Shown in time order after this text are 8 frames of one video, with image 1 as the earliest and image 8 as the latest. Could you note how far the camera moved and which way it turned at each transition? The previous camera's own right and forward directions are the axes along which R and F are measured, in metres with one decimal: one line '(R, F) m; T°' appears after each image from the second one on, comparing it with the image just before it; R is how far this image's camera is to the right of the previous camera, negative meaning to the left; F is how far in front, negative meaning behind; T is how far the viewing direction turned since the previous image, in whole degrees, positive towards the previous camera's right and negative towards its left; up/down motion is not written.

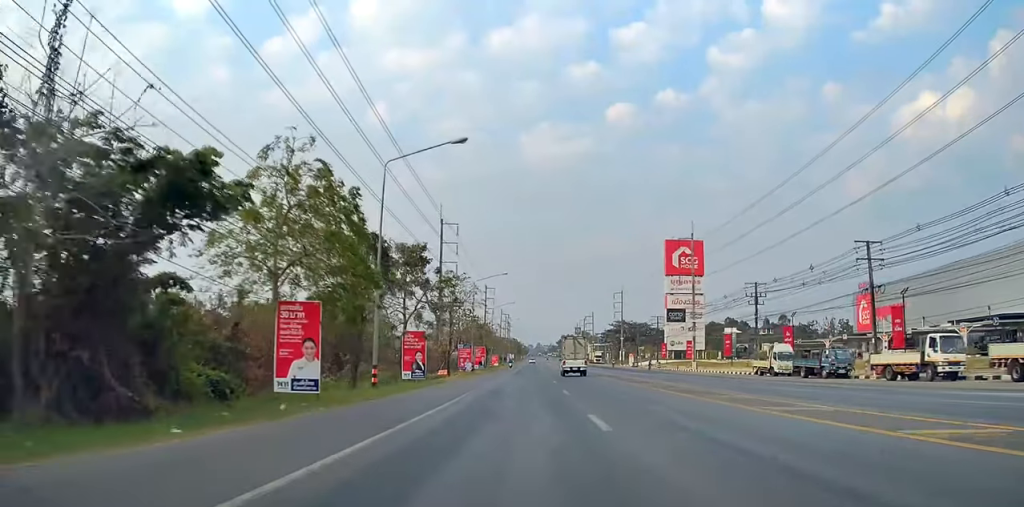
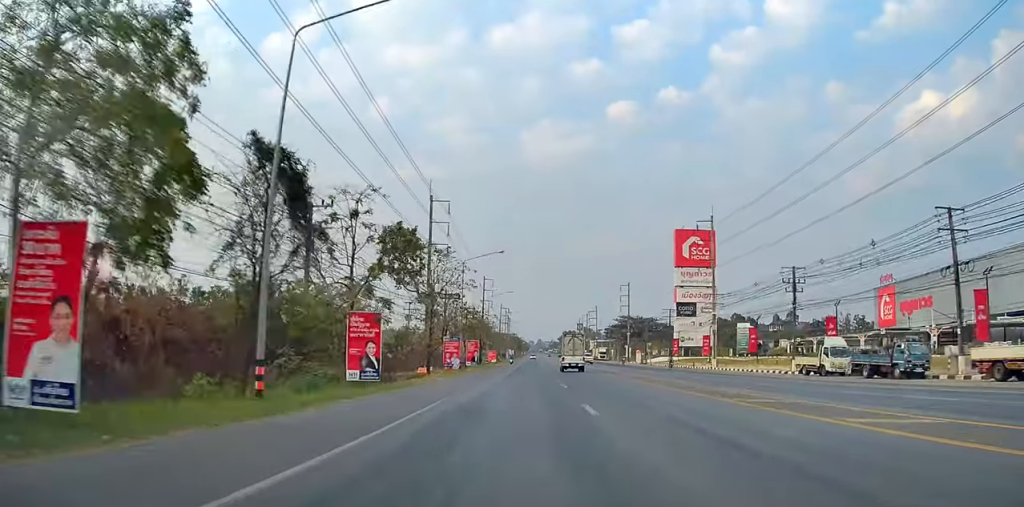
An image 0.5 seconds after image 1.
(-0.1, +9.5) m; +1°
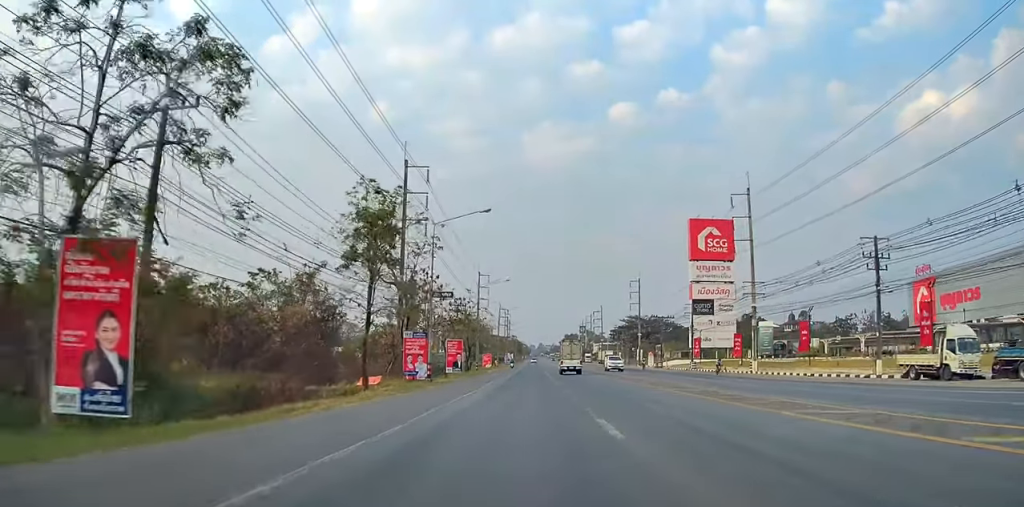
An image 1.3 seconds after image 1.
(+0.4, +15.1) m; +1°
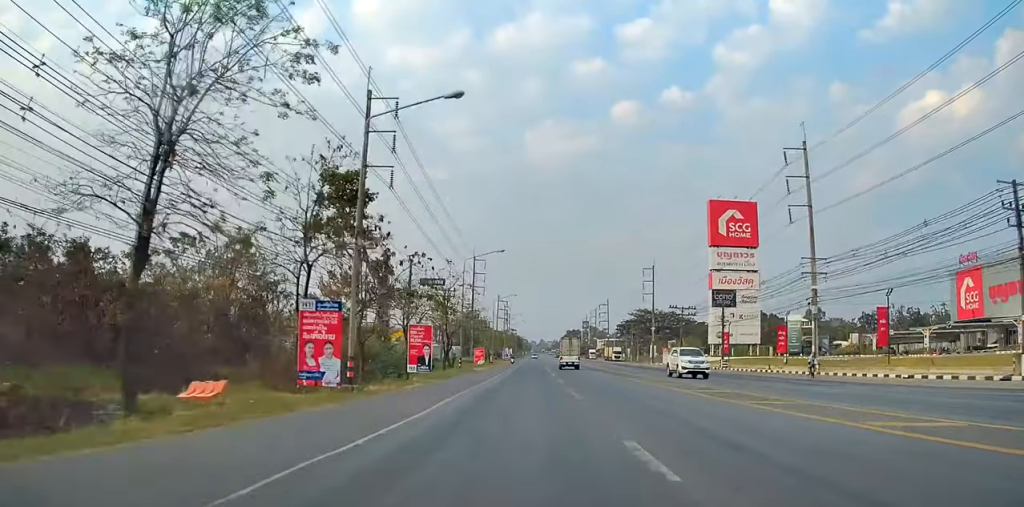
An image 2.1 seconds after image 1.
(+0.1, +15.5) m; 0°
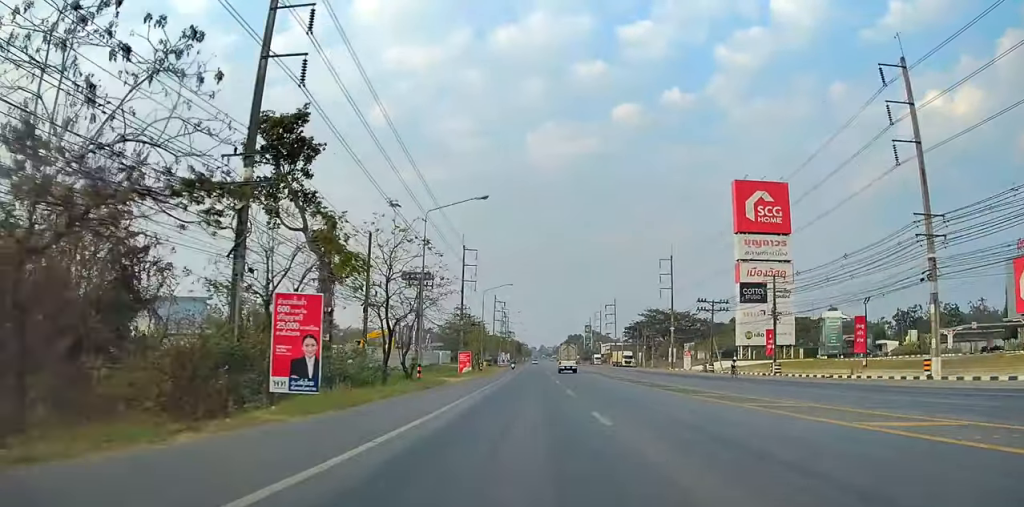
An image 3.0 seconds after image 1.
(+0.1, +17.4) m; 0°
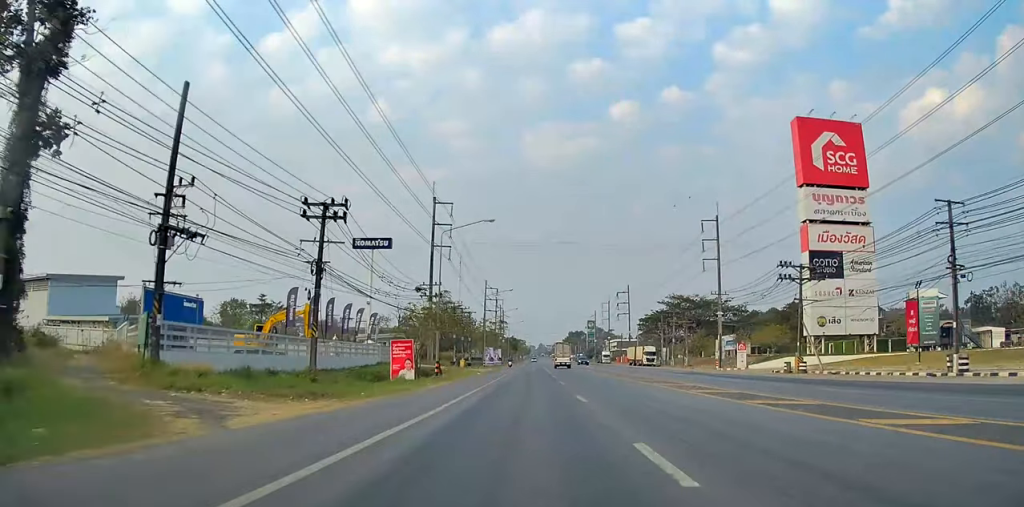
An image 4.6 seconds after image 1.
(-0.5, +29.4) m; -1°
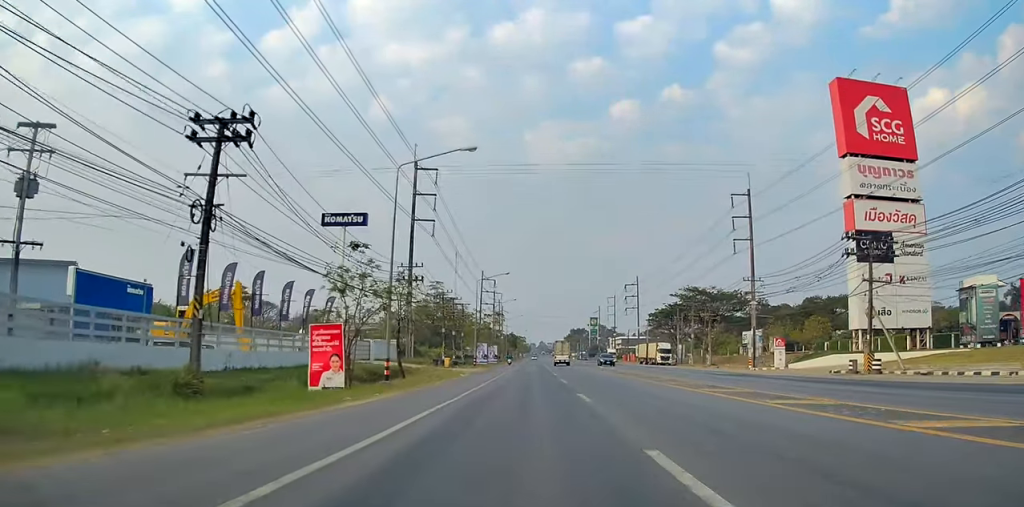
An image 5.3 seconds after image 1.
(+0.2, +12.7) m; +1°
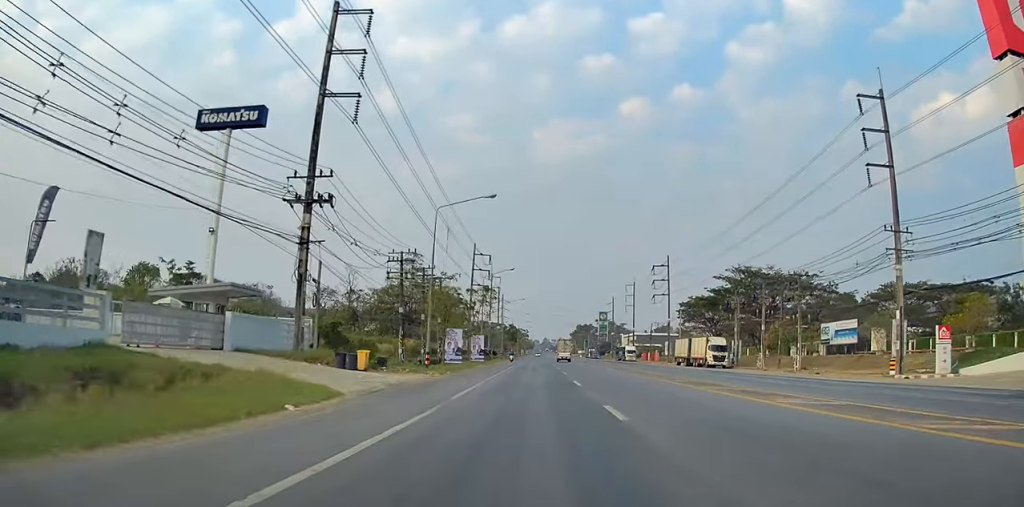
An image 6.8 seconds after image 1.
(+0.1, +29.4) m; 0°
